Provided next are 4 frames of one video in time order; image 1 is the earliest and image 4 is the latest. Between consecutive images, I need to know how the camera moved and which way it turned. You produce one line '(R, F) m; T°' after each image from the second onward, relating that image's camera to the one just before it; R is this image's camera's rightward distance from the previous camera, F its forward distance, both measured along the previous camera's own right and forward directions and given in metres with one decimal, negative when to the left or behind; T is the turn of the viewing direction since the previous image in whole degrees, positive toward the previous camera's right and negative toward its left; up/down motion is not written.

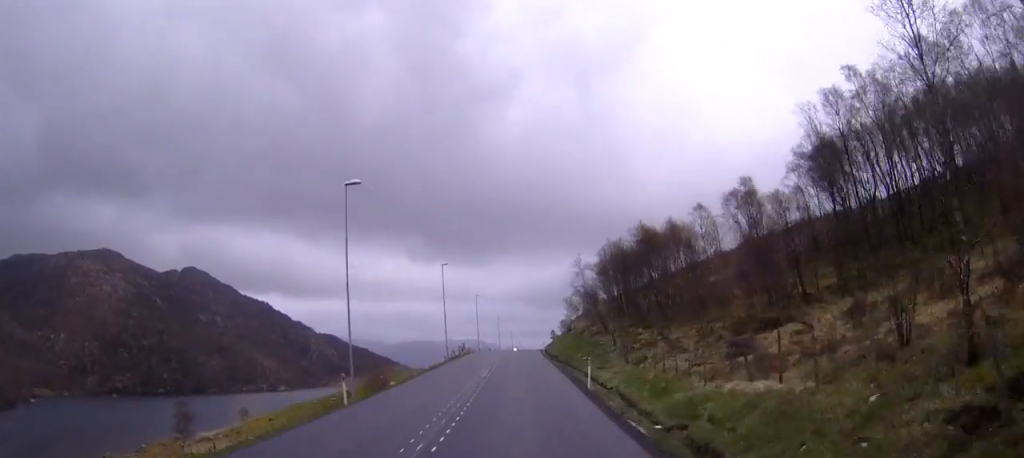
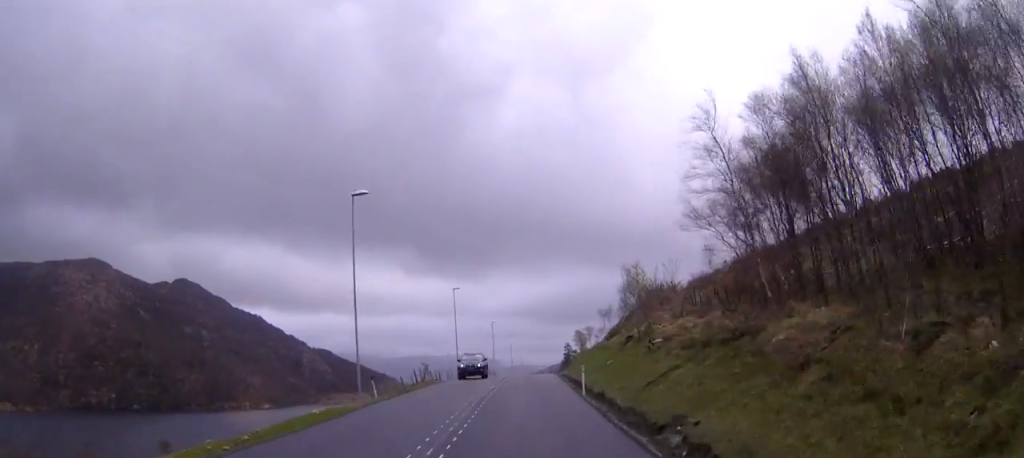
(+0.2, +45.6) m; +1°
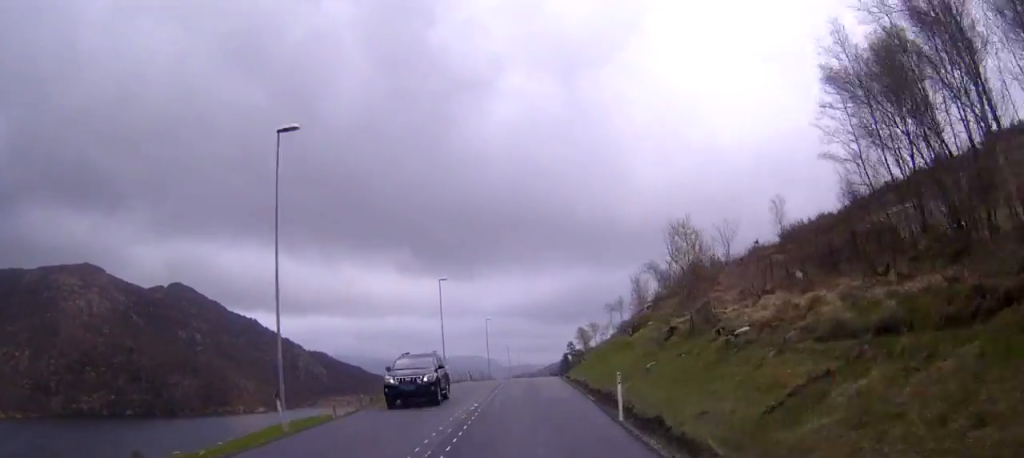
(+0.1, +11.9) m; 0°
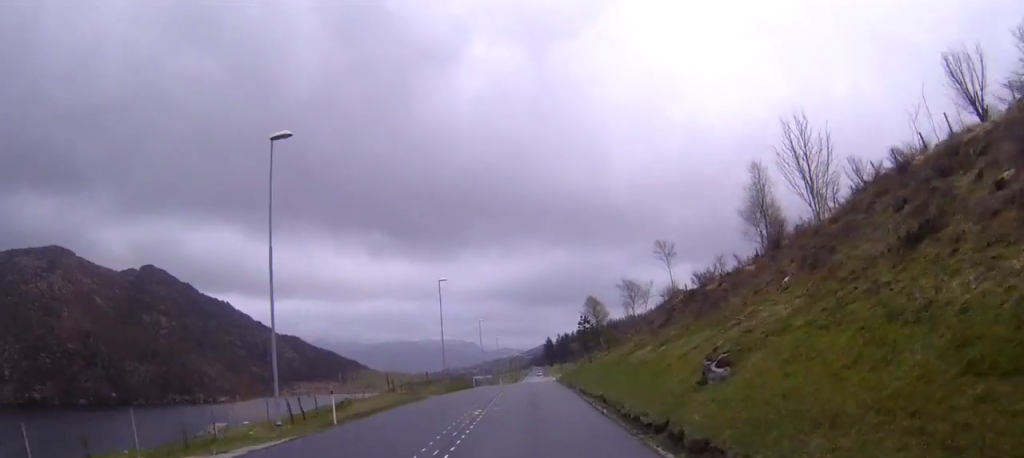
(0.0, +46.0) m; 0°
